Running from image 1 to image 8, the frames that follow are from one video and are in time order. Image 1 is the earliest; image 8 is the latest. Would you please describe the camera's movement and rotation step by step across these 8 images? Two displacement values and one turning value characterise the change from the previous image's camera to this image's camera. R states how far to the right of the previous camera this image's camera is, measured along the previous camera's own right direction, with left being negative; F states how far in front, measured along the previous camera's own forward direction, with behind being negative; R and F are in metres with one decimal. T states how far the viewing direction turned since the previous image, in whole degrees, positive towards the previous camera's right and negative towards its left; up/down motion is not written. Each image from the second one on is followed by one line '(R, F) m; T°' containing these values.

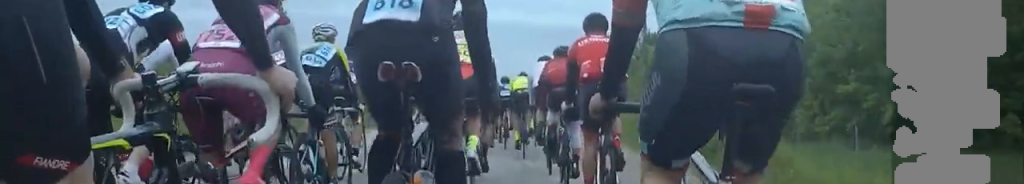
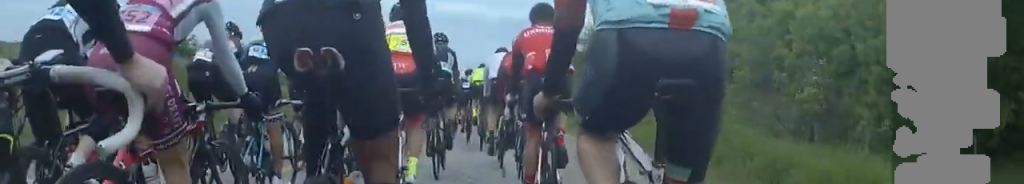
(0.0, +8.5) m; -1°
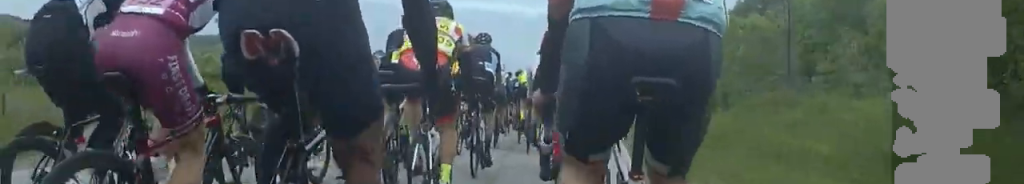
(-0.4, +19.6) m; 0°
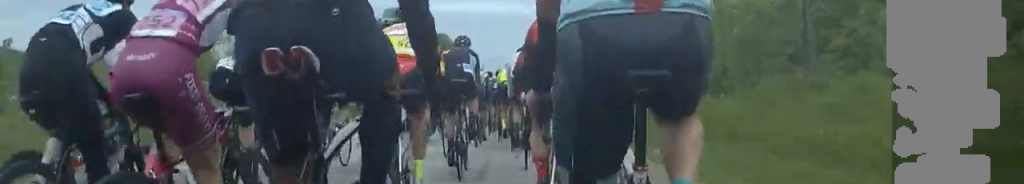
(0.0, +4.2) m; +1°
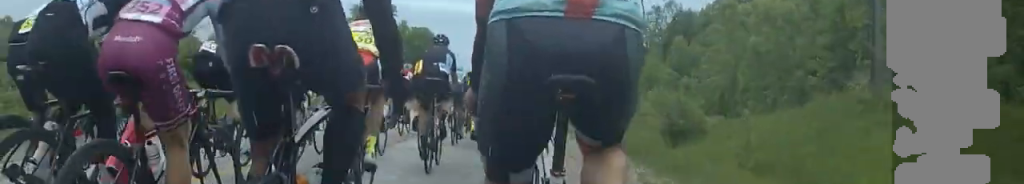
(+0.2, +5.8) m; 0°
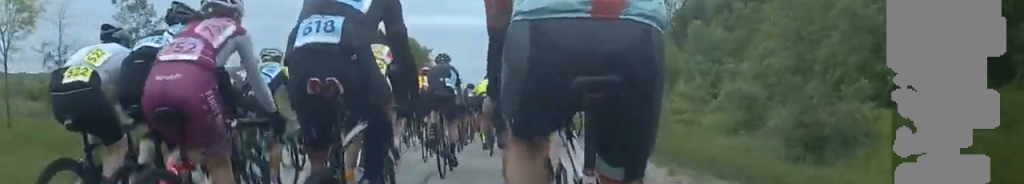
(-0.3, +11.6) m; -2°
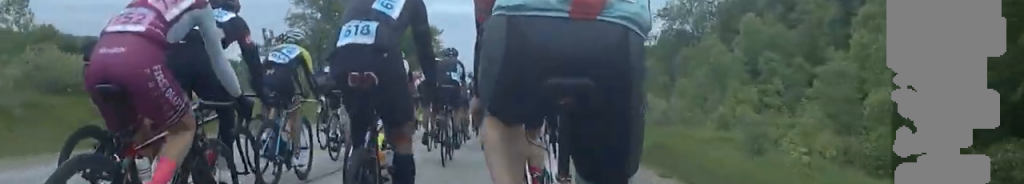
(0.0, +12.0) m; 0°
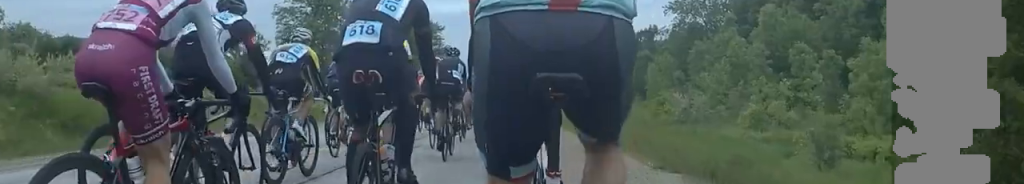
(0.0, +4.4) m; 0°
